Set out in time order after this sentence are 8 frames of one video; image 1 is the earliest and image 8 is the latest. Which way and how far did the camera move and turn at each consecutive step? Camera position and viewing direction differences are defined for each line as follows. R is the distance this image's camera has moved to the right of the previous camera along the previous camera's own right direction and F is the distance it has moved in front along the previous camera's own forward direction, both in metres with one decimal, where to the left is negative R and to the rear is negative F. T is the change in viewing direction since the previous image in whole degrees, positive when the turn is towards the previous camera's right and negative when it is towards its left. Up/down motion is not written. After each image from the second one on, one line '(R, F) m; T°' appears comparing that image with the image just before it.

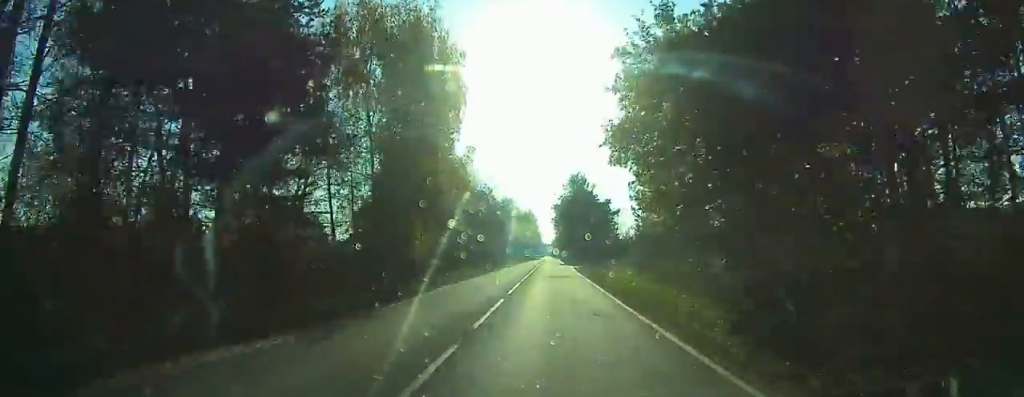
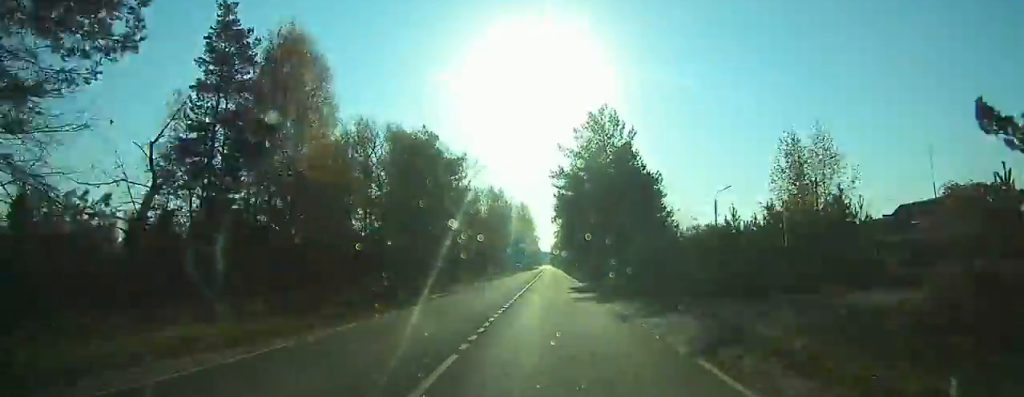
(-0.3, +42.2) m; -1°
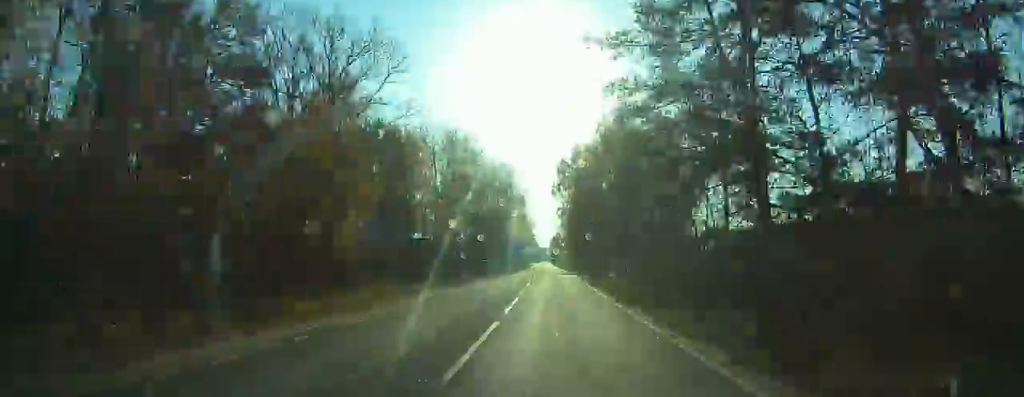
(+0.2, +58.0) m; +1°
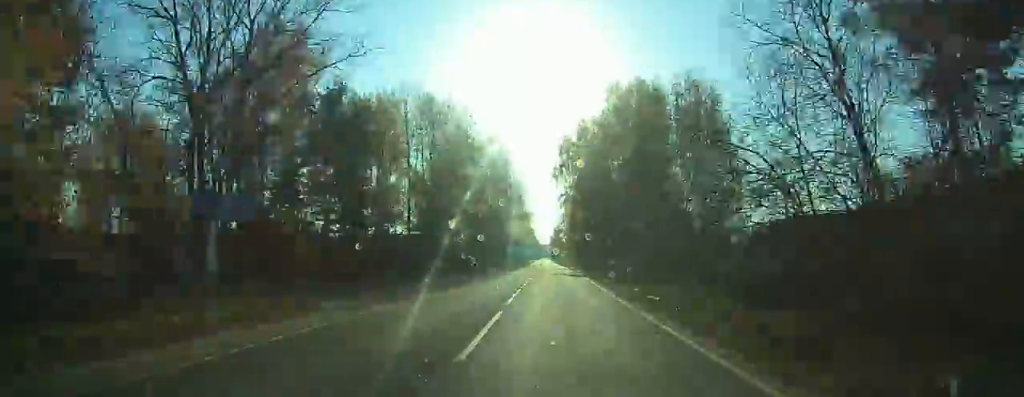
(0.0, +15.1) m; 0°
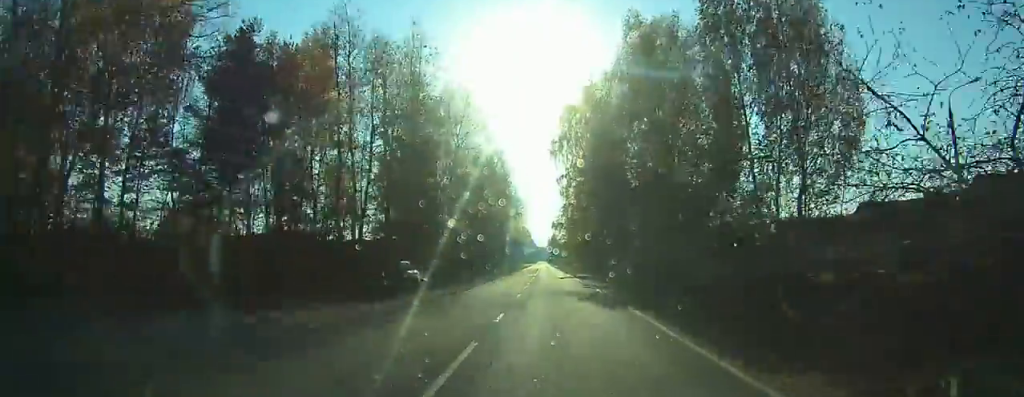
(+0.1, +19.9) m; 0°
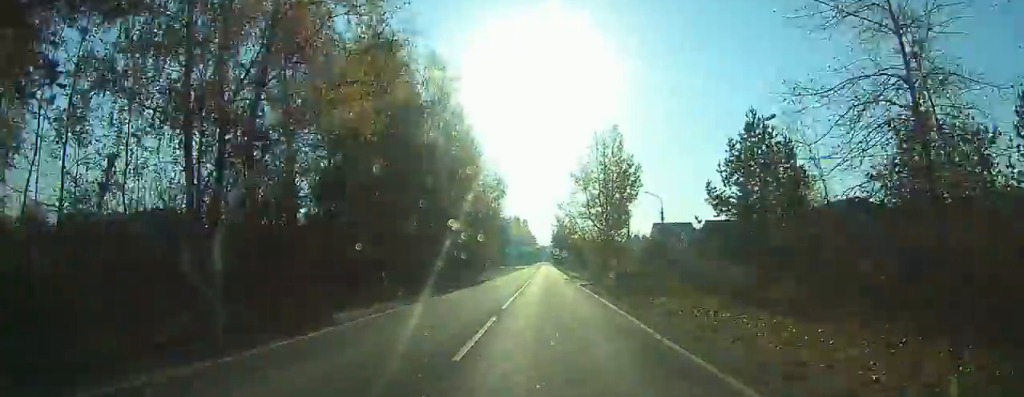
(-0.3, +98.3) m; -1°
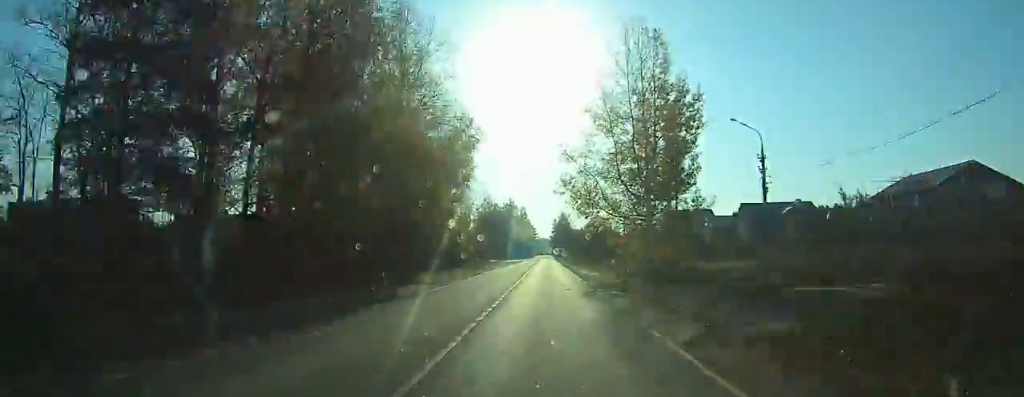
(0.0, +25.7) m; 0°
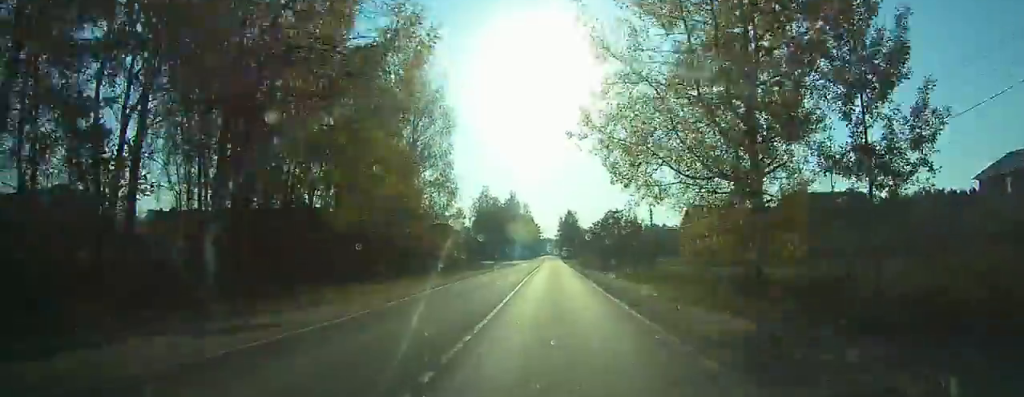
(0.0, +18.4) m; 0°
